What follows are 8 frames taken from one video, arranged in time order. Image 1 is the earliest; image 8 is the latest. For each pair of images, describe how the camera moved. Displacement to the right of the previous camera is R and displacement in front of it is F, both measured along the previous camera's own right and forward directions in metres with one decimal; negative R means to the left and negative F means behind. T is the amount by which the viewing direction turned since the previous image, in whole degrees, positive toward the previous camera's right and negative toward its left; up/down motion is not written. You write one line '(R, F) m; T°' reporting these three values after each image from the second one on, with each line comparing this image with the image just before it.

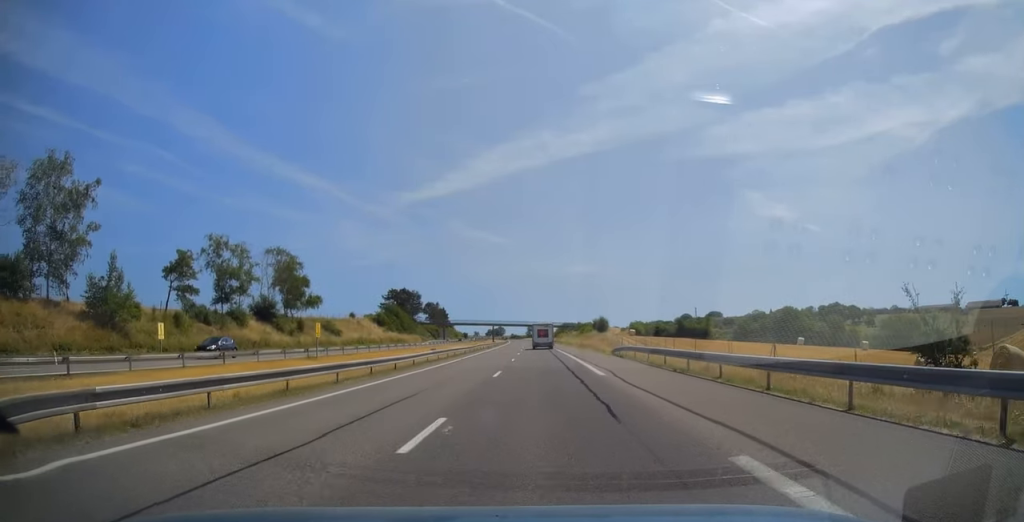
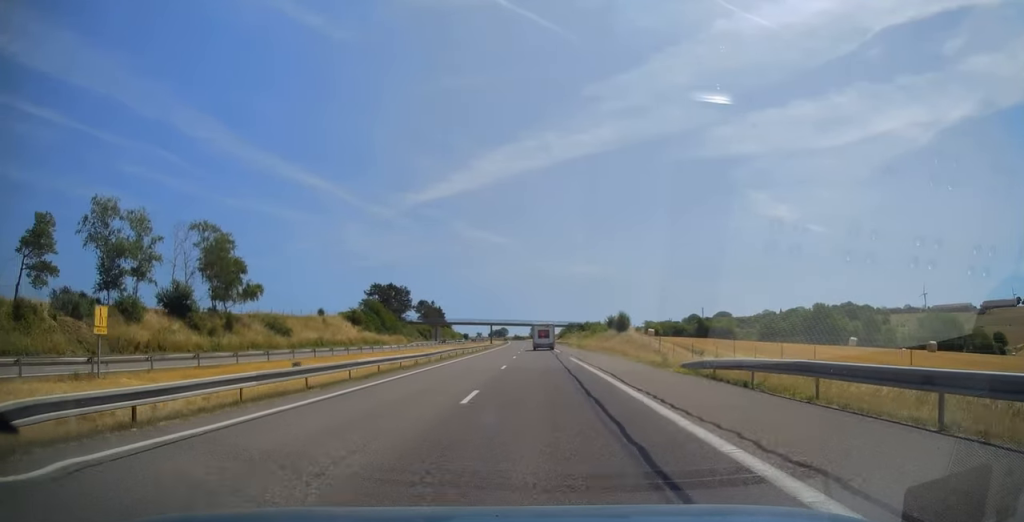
(0.0, +22.6) m; 0°
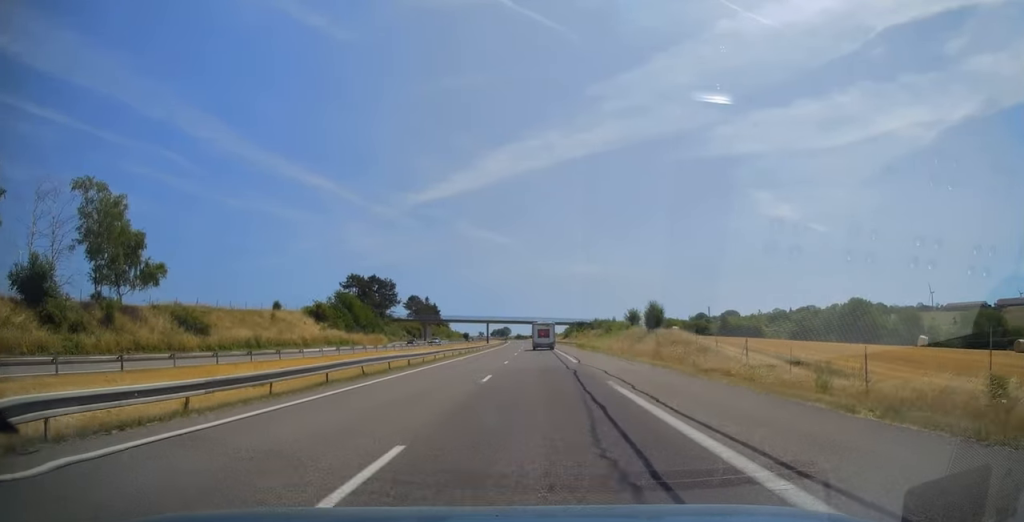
(0.0, +22.1) m; 0°
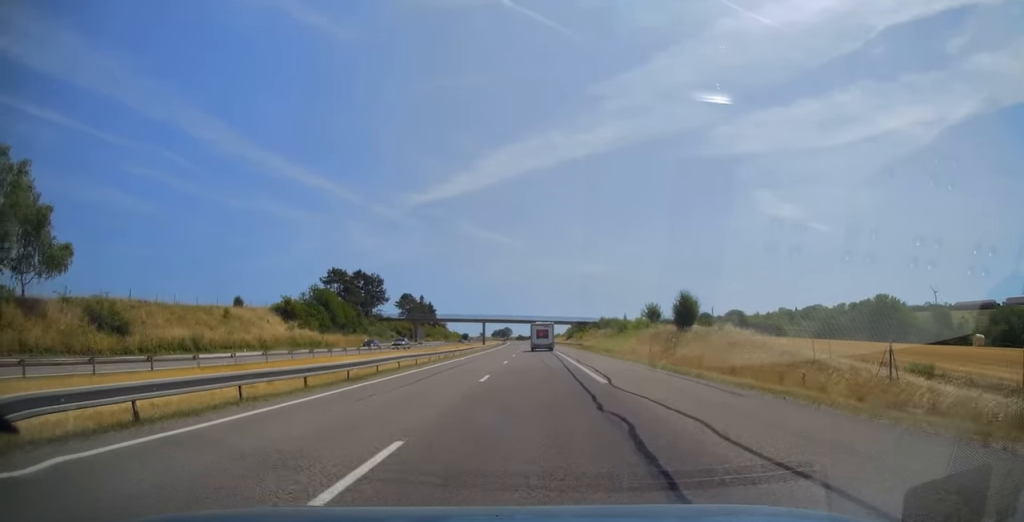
(0.0, +13.7) m; 0°
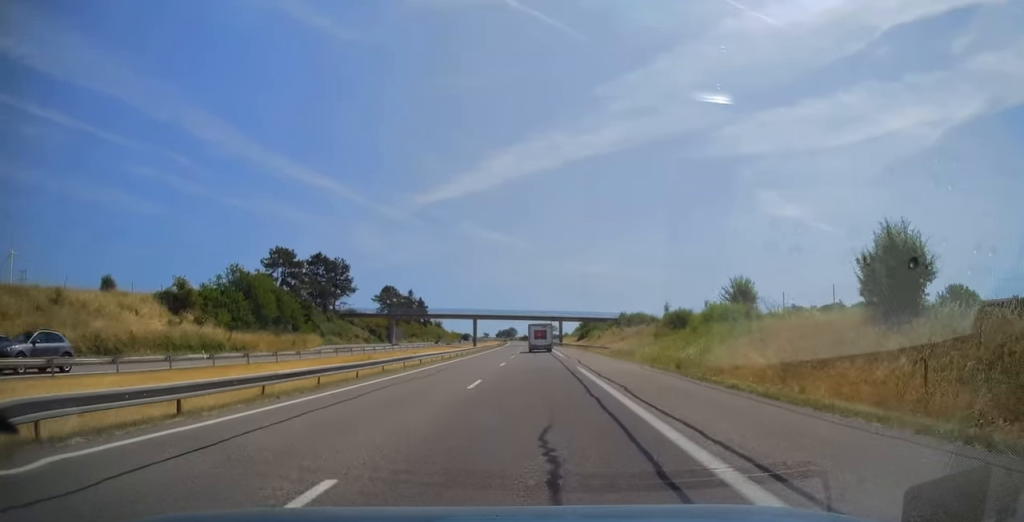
(-0.1, +30.3) m; -1°
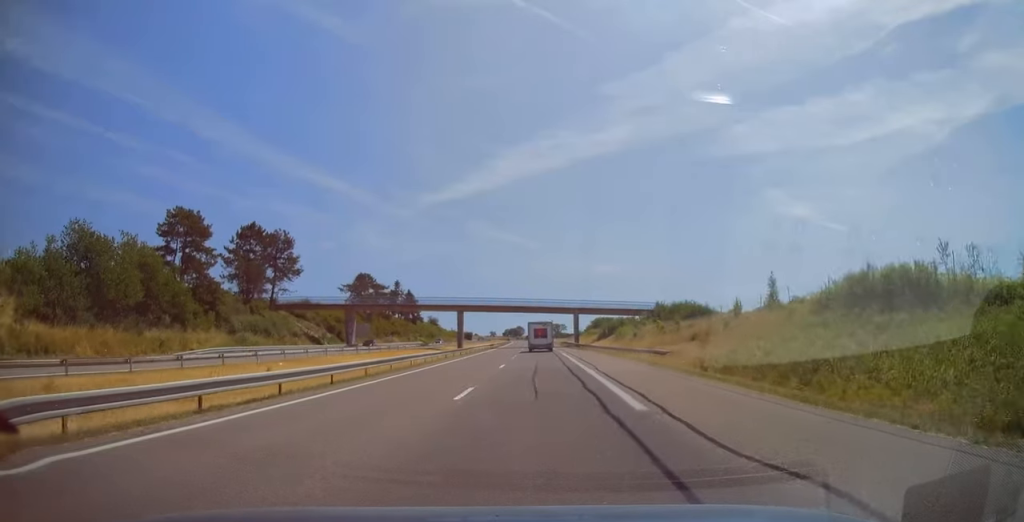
(-0.5, +31.2) m; -1°
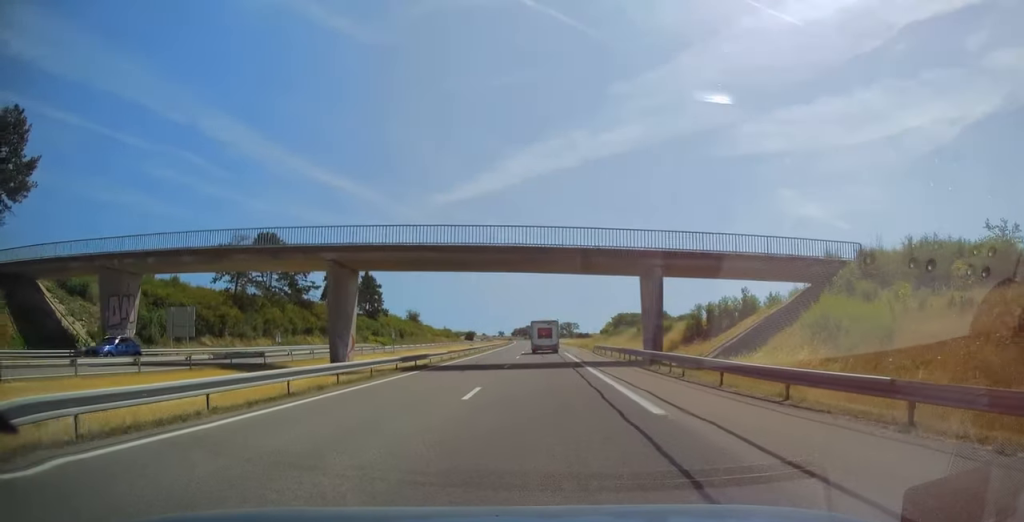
(+0.1, +55.9) m; -1°
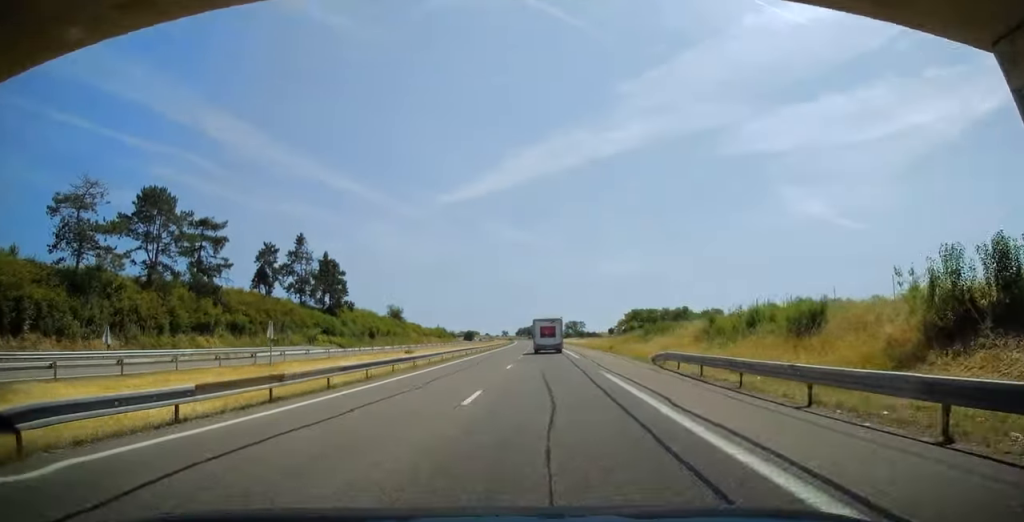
(-0.4, +29.4) m; -1°
